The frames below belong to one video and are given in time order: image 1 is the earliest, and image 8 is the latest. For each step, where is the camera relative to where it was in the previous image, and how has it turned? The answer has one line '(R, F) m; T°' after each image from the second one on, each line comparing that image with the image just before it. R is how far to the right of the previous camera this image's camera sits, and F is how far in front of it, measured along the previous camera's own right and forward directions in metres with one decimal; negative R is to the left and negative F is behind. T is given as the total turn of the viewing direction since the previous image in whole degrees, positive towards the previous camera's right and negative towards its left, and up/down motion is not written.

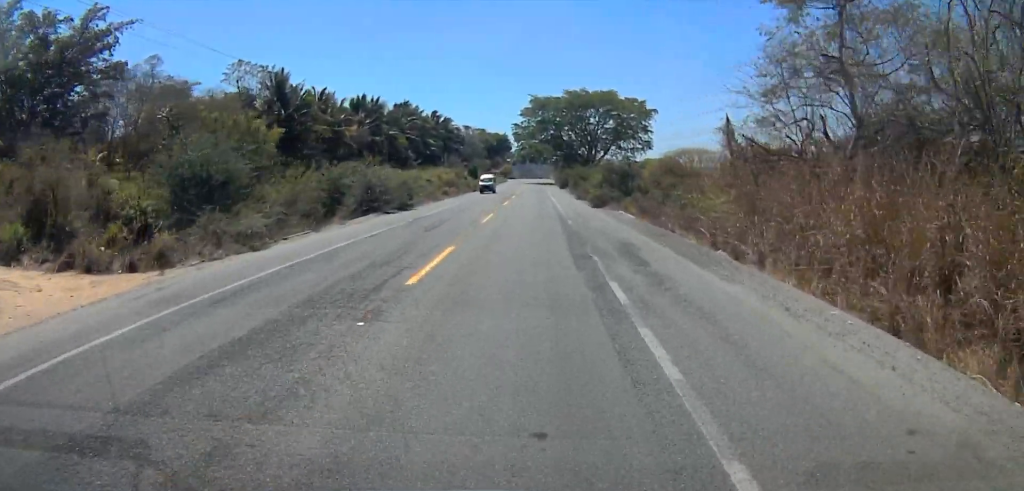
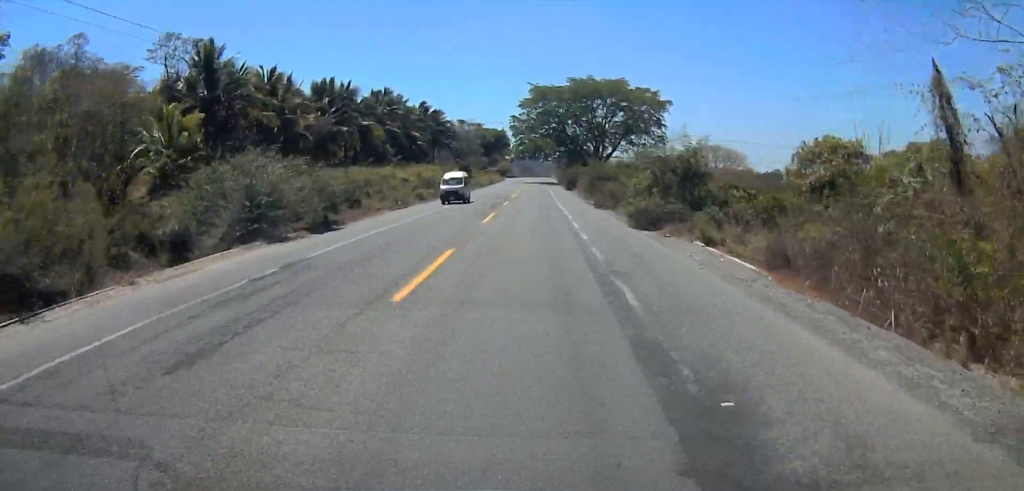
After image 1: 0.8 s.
(0.0, +12.6) m; 0°
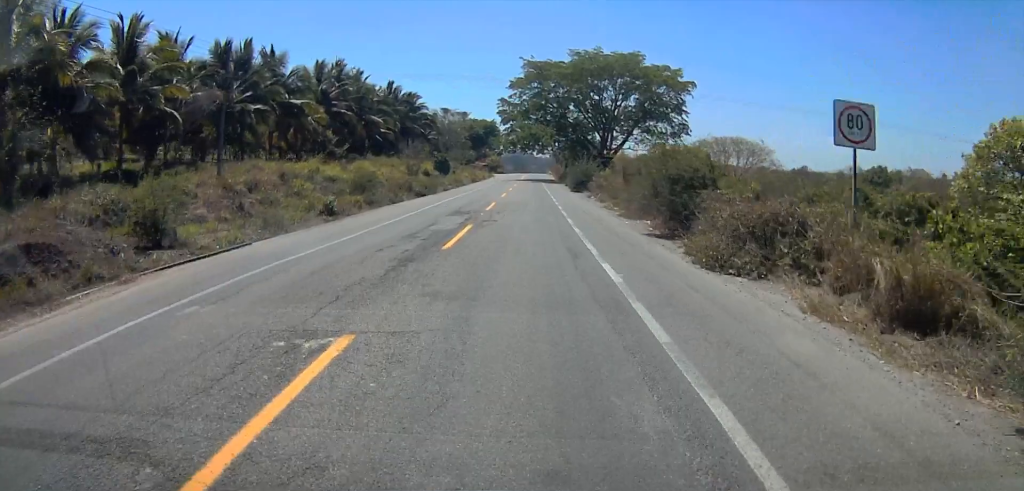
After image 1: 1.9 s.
(0.0, +19.9) m; 0°
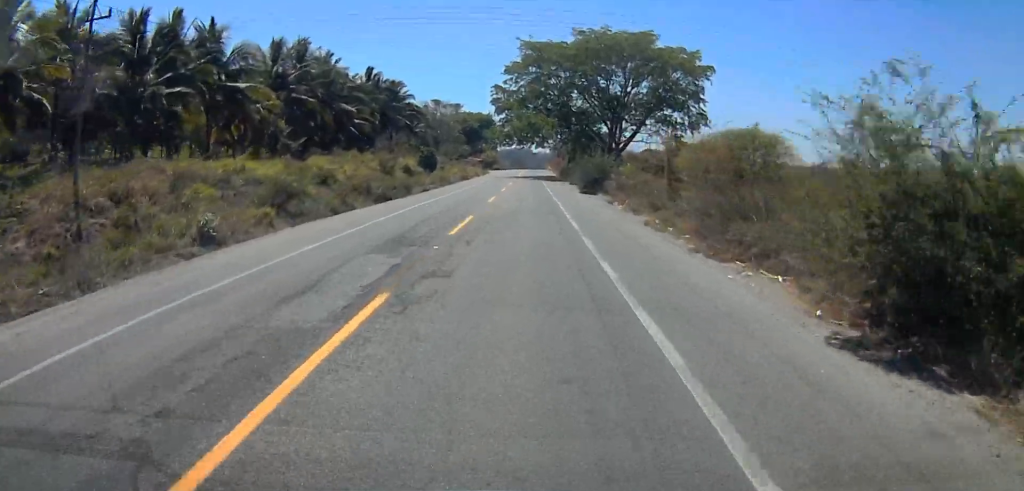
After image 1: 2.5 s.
(0.0, +12.0) m; 0°
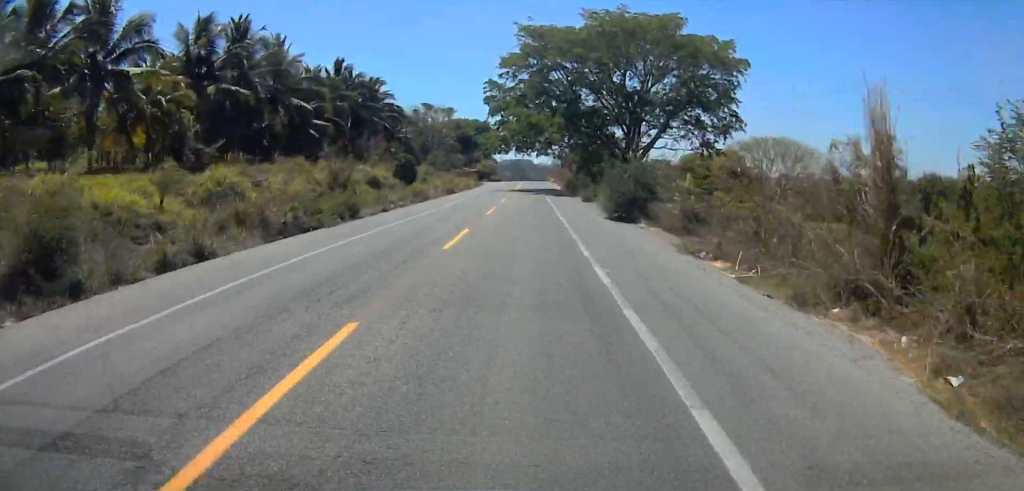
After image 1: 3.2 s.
(0.0, +17.9) m; 0°
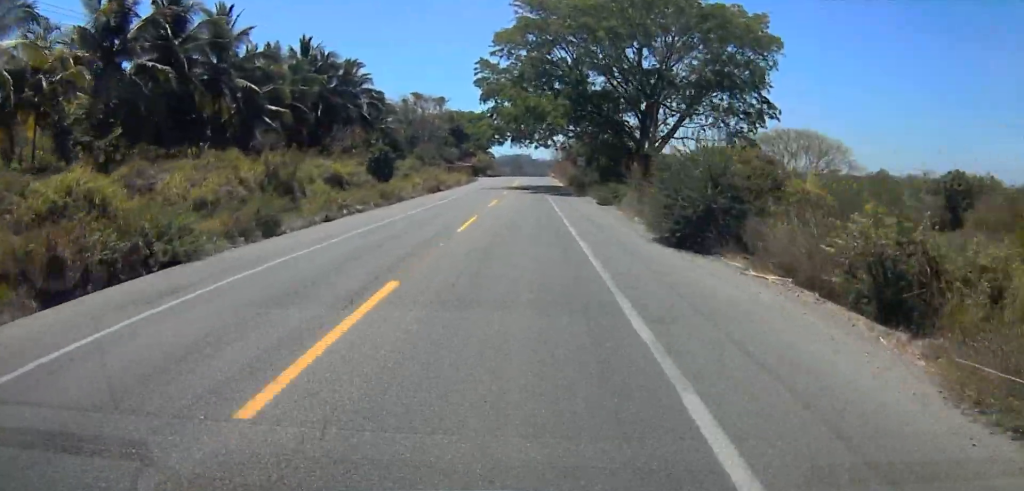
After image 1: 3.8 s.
(0.0, +13.5) m; 0°
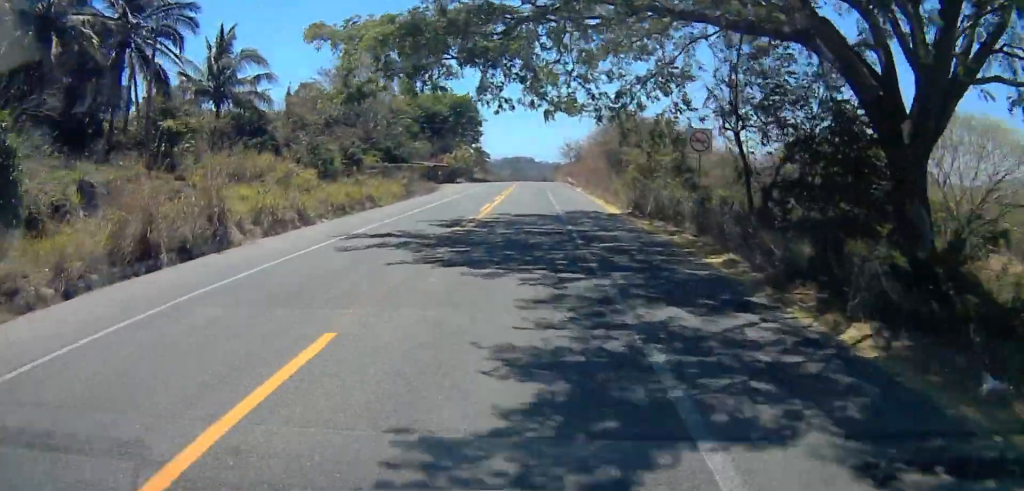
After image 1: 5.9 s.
(0.0, +49.9) m; 0°
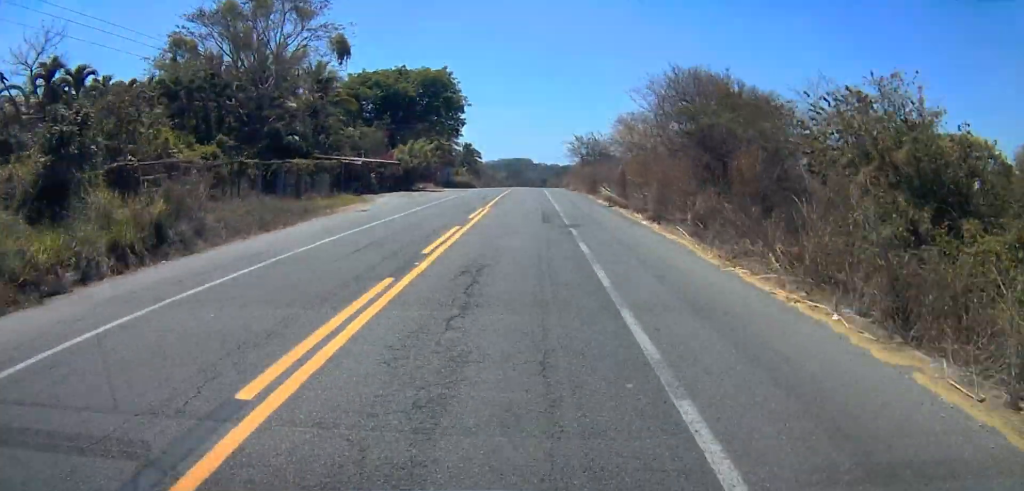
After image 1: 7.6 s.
(0.0, +33.4) m; 0°
